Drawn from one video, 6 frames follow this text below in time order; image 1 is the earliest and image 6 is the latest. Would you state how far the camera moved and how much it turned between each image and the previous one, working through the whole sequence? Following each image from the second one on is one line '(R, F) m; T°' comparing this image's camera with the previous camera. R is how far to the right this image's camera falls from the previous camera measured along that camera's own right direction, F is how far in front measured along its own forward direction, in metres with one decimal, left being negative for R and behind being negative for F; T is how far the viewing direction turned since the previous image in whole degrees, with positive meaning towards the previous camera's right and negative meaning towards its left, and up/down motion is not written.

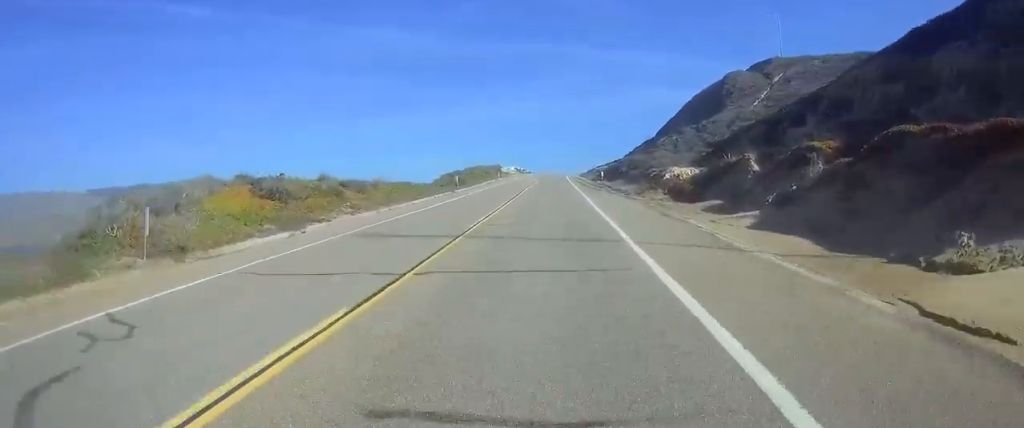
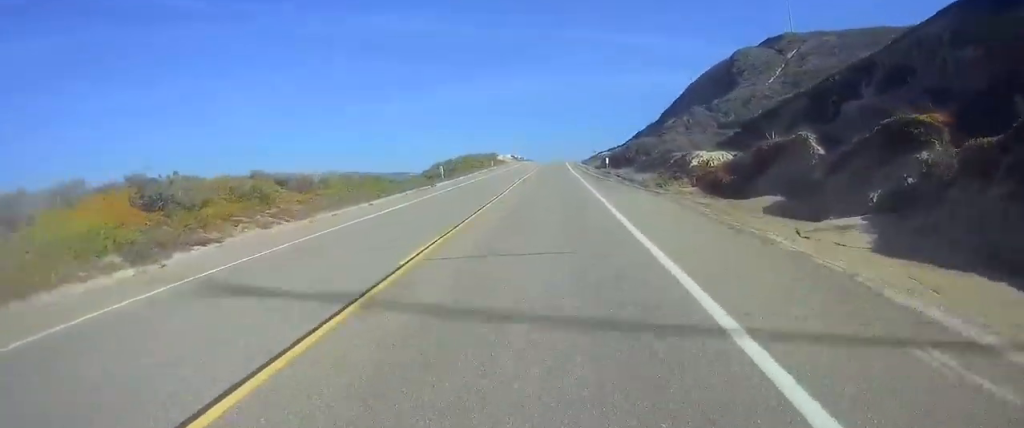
(0.0, +8.7) m; 0°
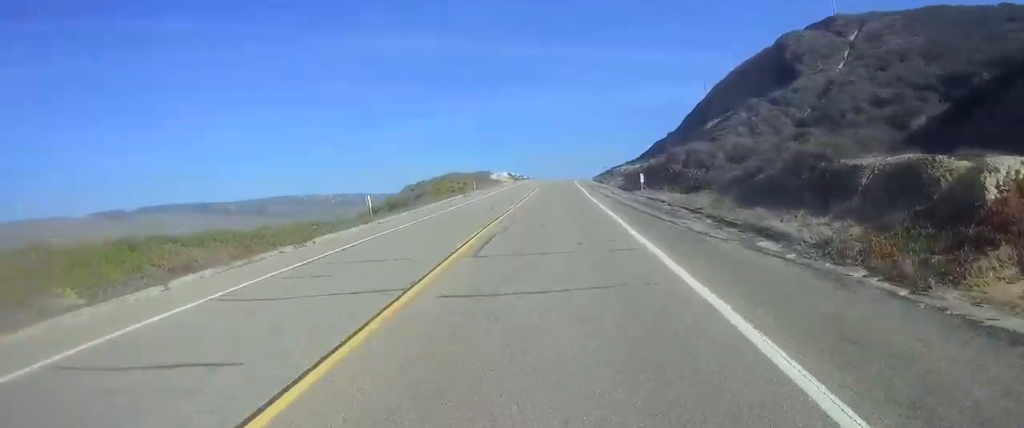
(0.0, +25.1) m; 0°
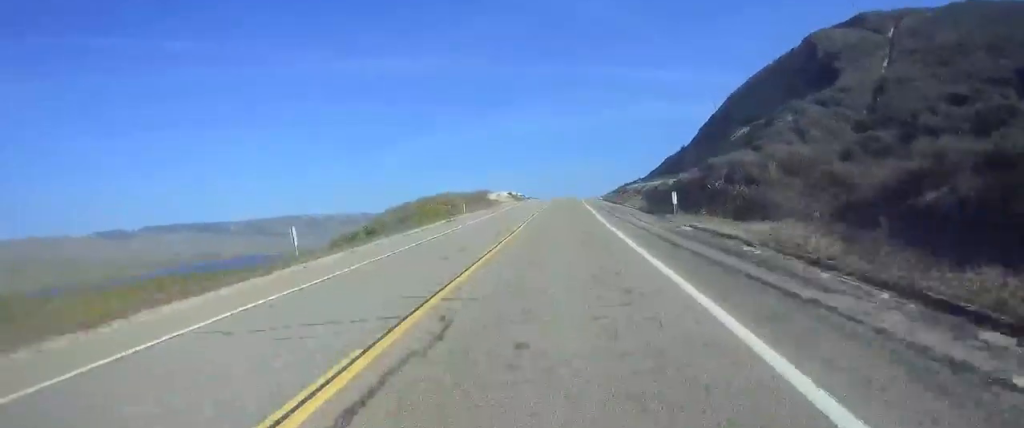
(0.0, +10.9) m; 0°
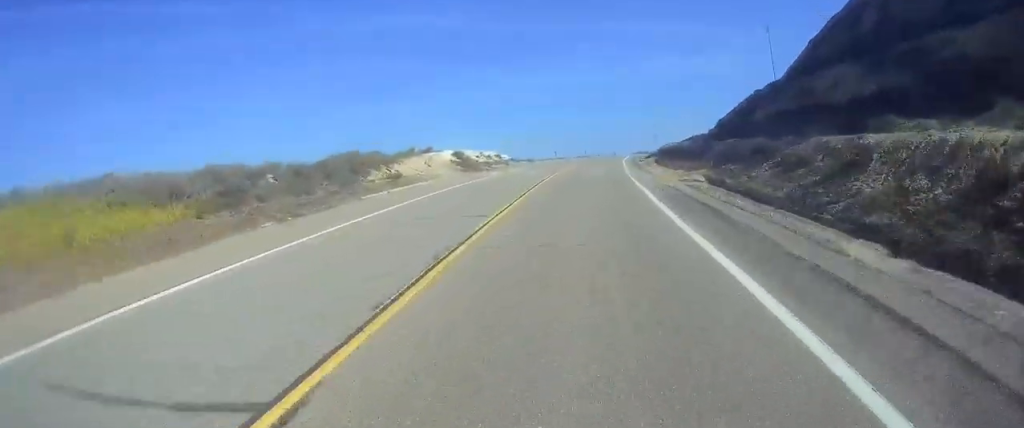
(-0.1, +62.7) m; 0°
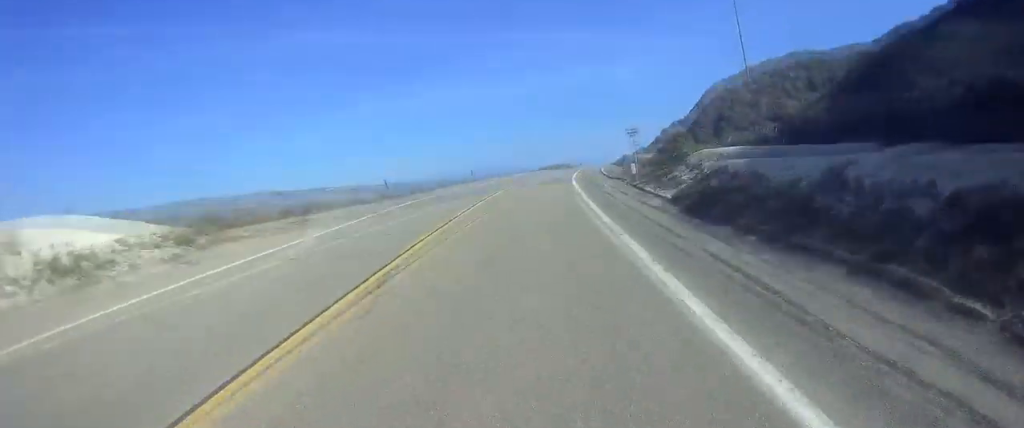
(+1.6, +57.7) m; +4°
